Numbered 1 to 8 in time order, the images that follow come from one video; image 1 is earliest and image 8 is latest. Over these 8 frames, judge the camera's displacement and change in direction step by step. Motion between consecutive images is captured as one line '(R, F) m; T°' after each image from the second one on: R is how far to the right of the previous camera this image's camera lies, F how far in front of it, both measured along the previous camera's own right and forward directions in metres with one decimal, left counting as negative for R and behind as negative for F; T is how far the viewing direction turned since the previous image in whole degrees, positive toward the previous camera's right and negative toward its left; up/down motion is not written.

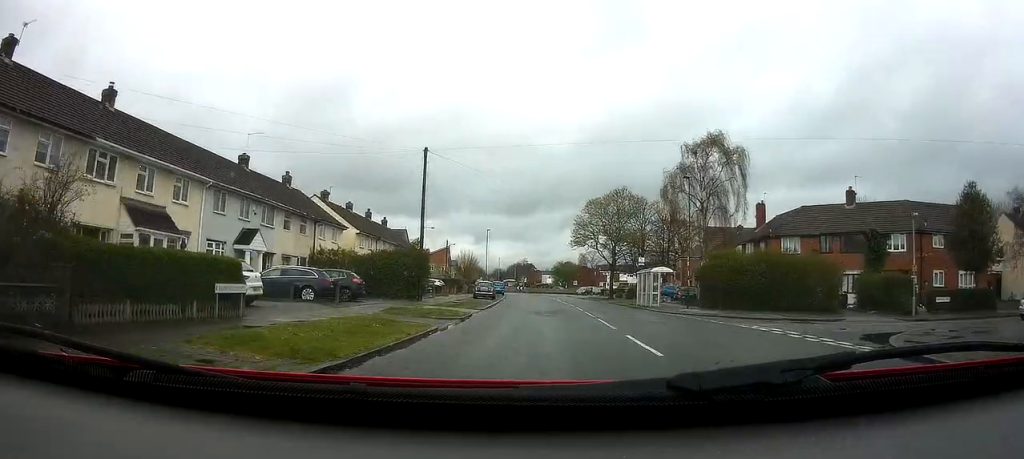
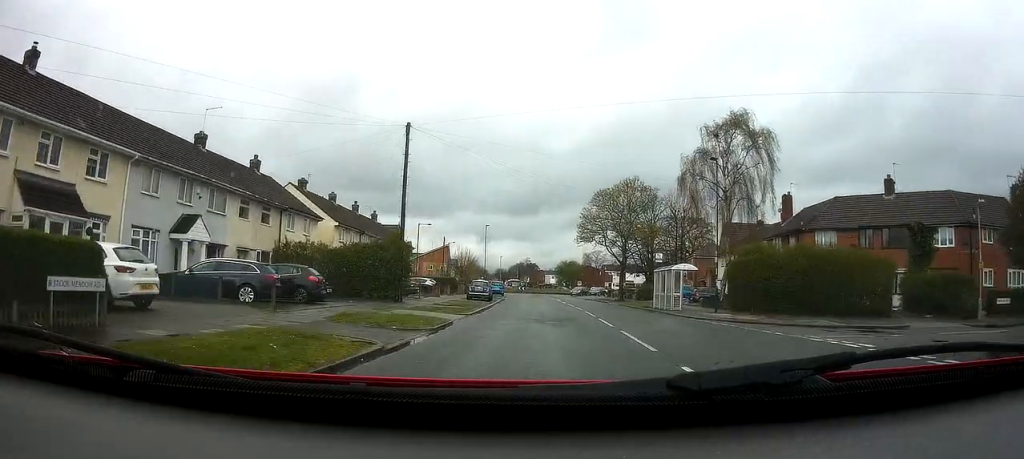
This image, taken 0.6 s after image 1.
(-0.2, +5.3) m; 0°
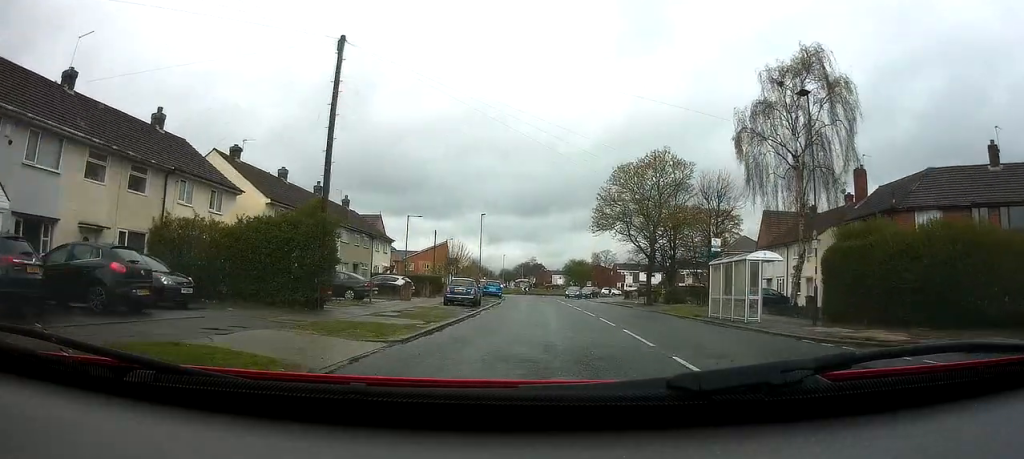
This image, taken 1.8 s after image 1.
(+0.3, +10.9) m; -1°
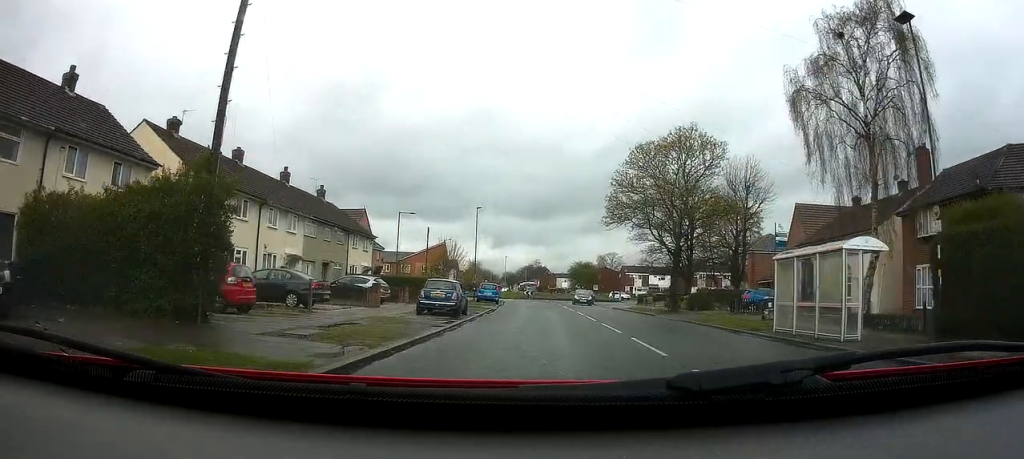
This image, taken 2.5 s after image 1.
(-0.3, +6.7) m; -2°
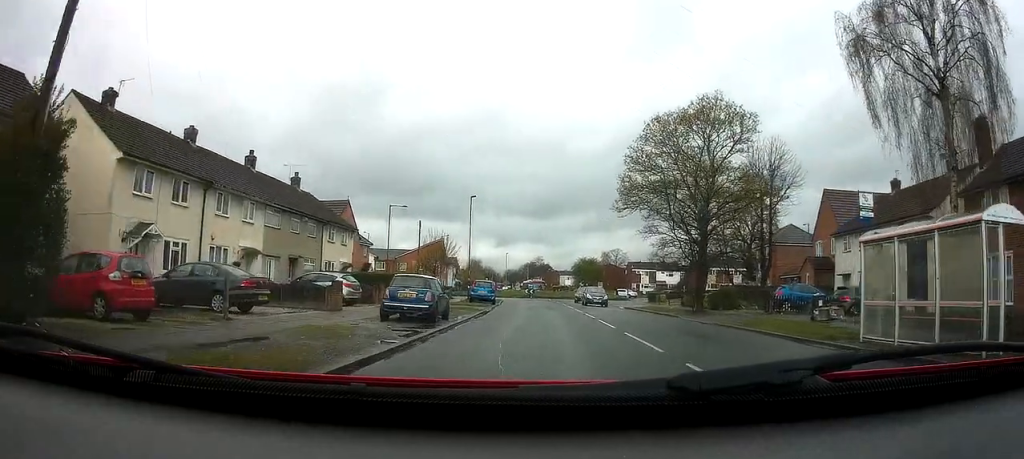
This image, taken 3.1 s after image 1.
(0.0, +4.9) m; +2°
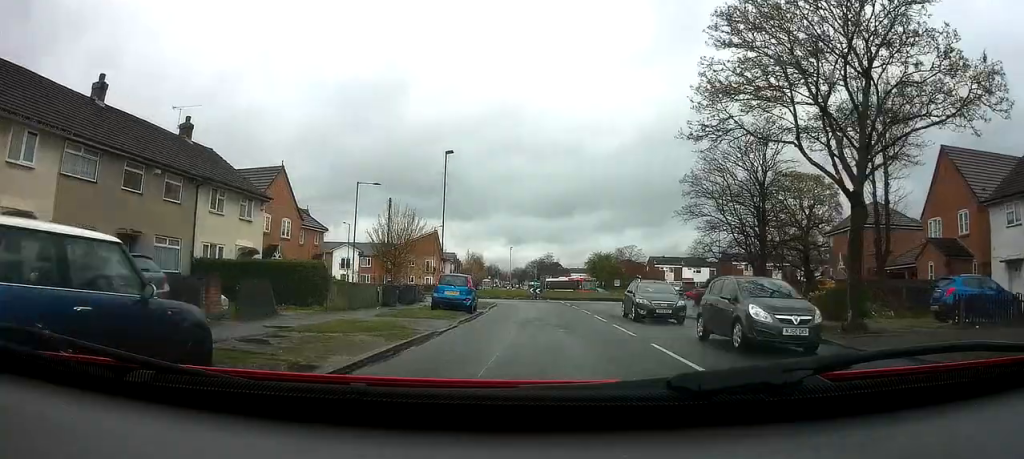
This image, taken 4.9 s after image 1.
(0.0, +14.0) m; -4°
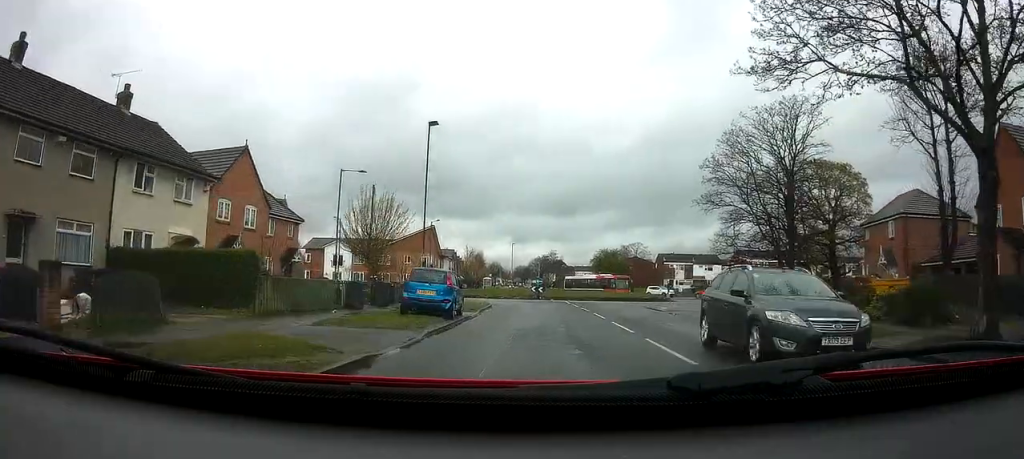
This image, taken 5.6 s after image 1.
(-0.5, +5.1) m; -3°
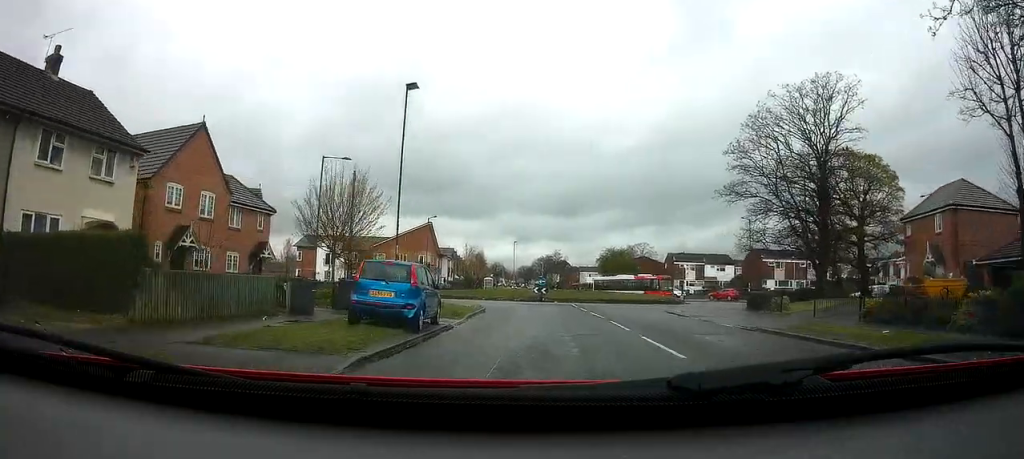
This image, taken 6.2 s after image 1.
(+0.3, +4.7) m; 0°
